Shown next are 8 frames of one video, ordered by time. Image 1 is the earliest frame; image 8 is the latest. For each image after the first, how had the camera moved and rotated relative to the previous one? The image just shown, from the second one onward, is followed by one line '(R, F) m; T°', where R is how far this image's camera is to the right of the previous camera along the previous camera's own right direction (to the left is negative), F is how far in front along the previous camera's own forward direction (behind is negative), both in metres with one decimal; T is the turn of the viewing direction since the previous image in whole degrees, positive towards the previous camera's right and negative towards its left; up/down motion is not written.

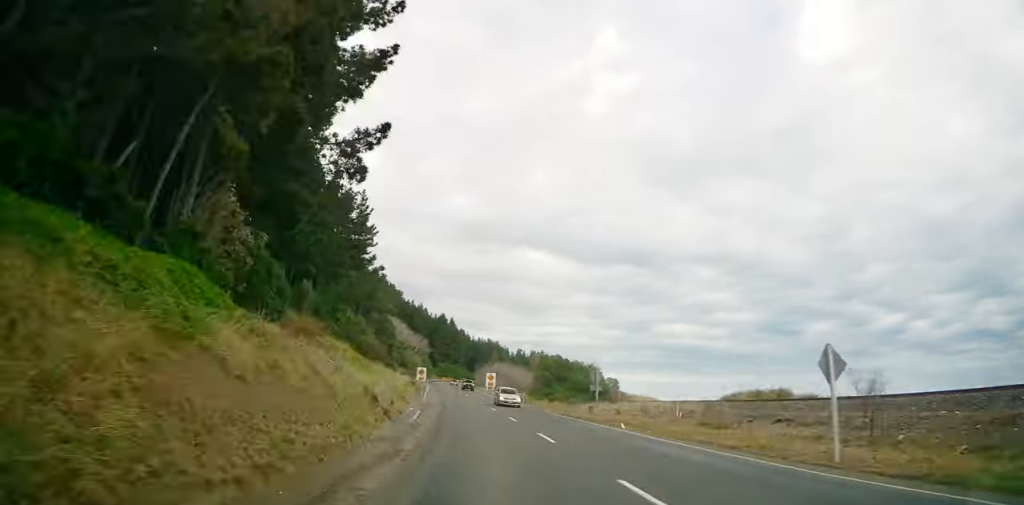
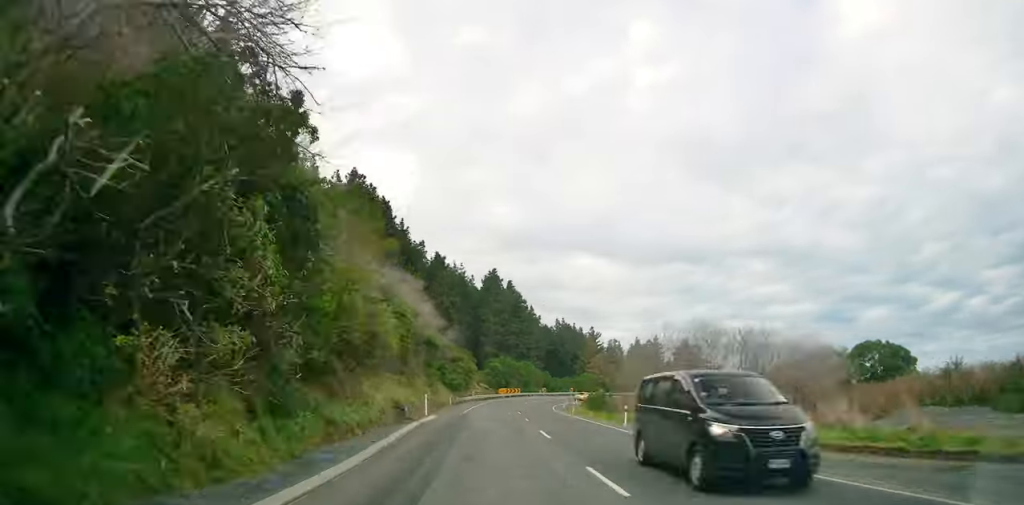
(-5.2, +112.1) m; +3°
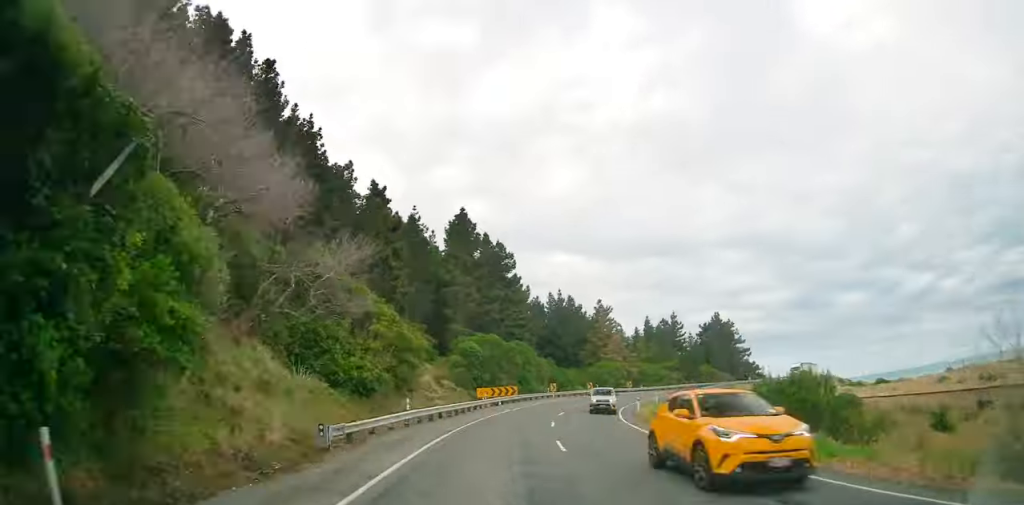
(+0.9, +43.0) m; +9°
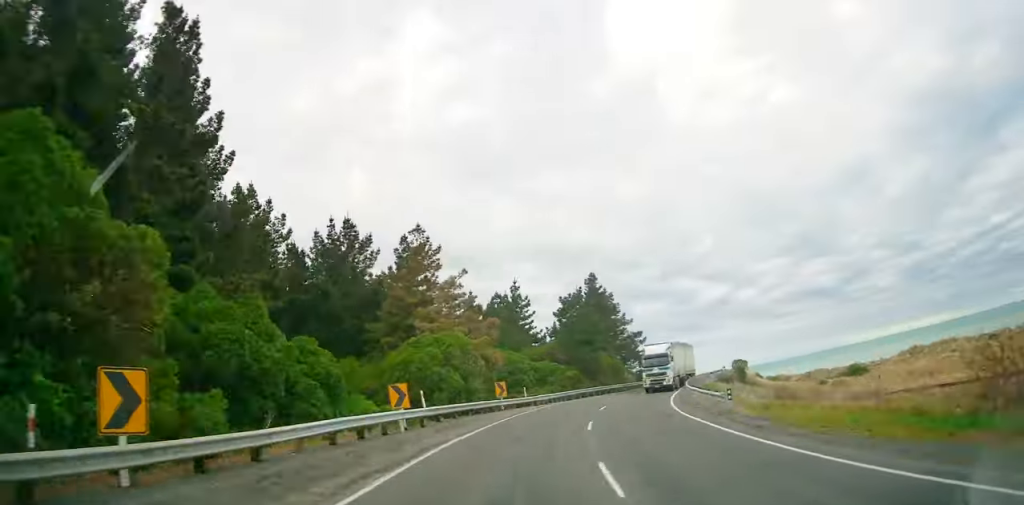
(+5.9, +58.0) m; +19°
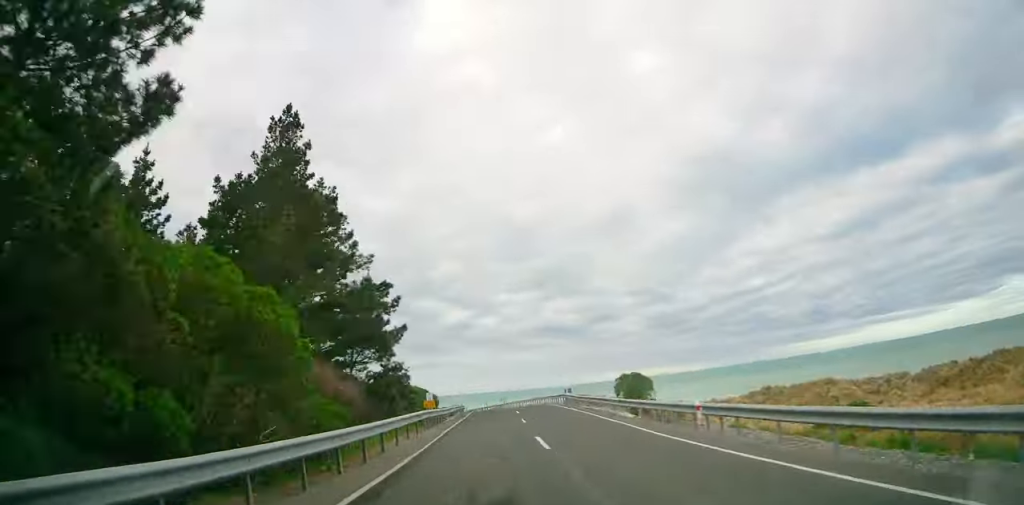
(+13.8, +57.0) m; +10°
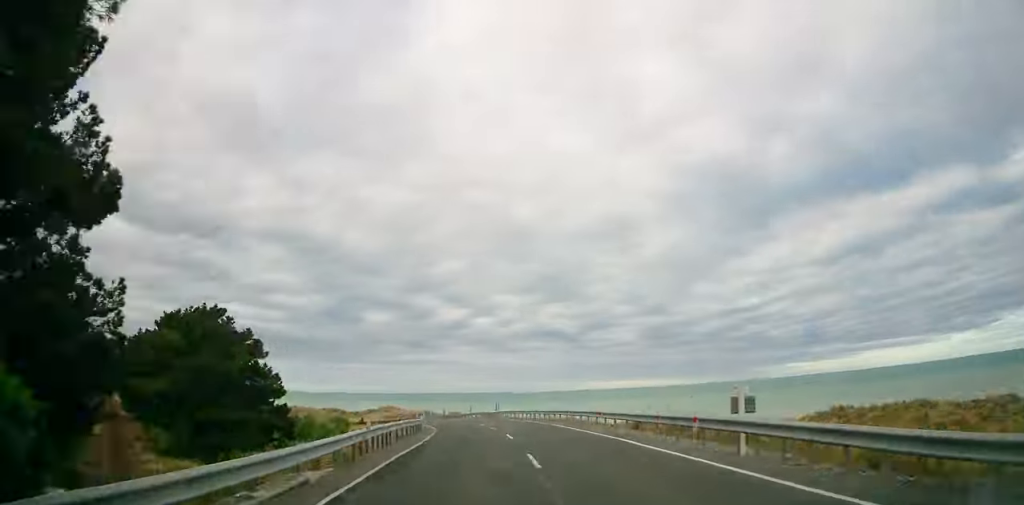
(+0.1, +33.8) m; -5°
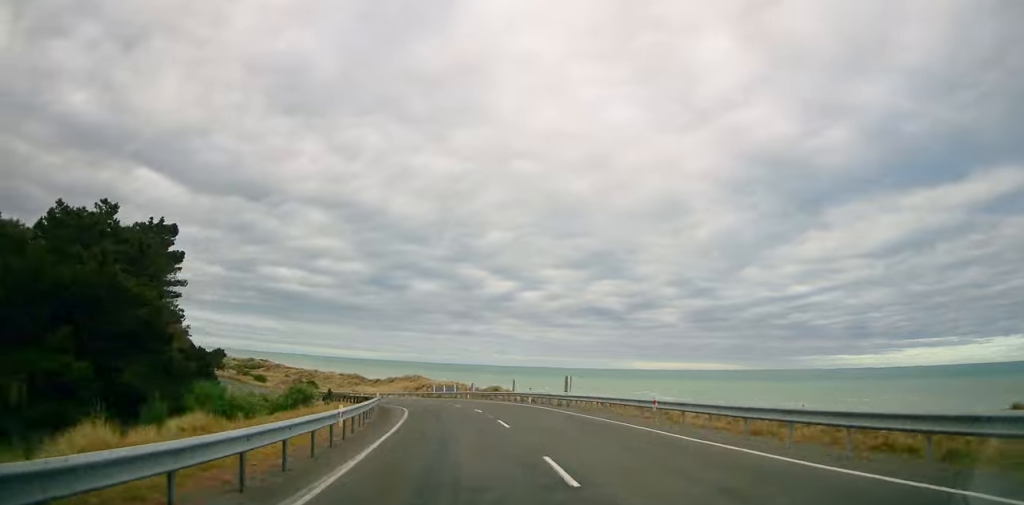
(+2.4, +33.9) m; -7°
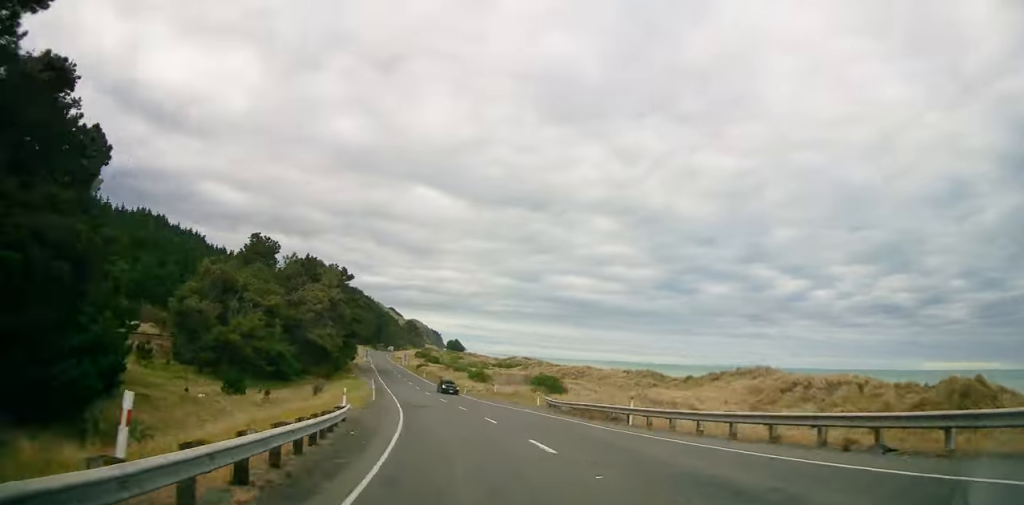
(-14.5, +71.8) m; -19°
